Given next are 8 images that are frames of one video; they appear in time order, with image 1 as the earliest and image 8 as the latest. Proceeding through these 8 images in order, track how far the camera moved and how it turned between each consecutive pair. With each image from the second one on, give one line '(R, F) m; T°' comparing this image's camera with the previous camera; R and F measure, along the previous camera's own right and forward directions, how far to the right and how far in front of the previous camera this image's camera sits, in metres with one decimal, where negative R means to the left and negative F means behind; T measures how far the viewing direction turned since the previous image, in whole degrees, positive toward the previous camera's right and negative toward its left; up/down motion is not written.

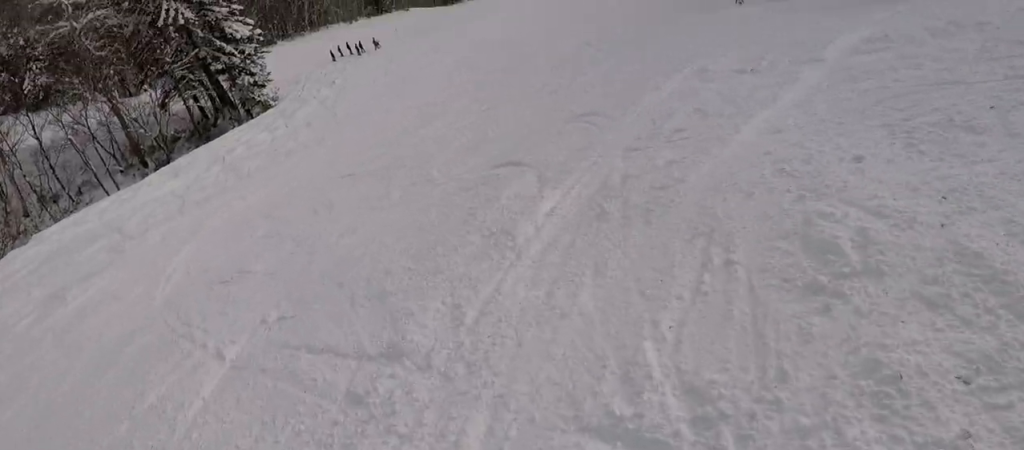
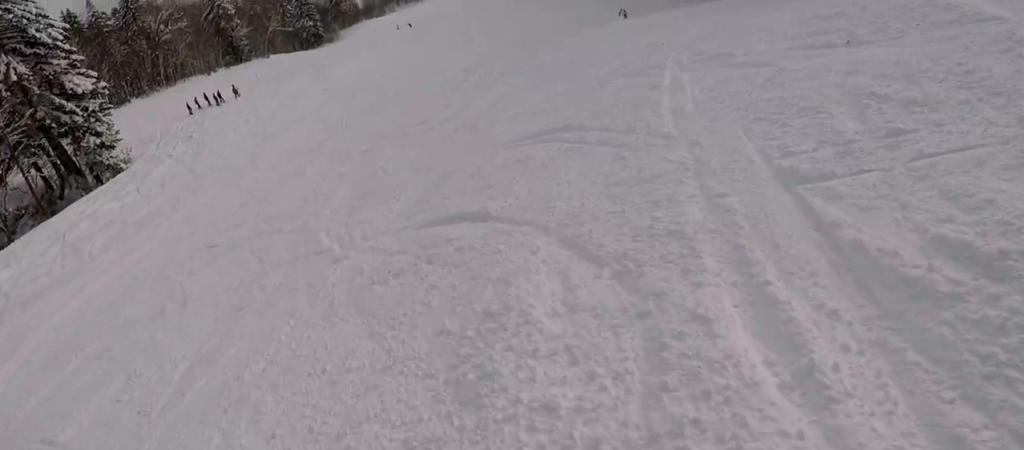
(-0.1, +4.5) m; 0°
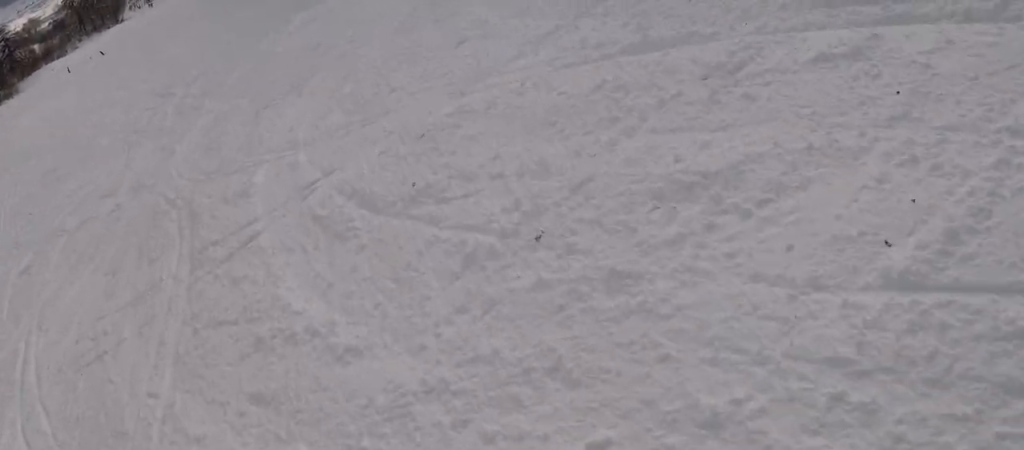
(0.0, +9.9) m; -14°
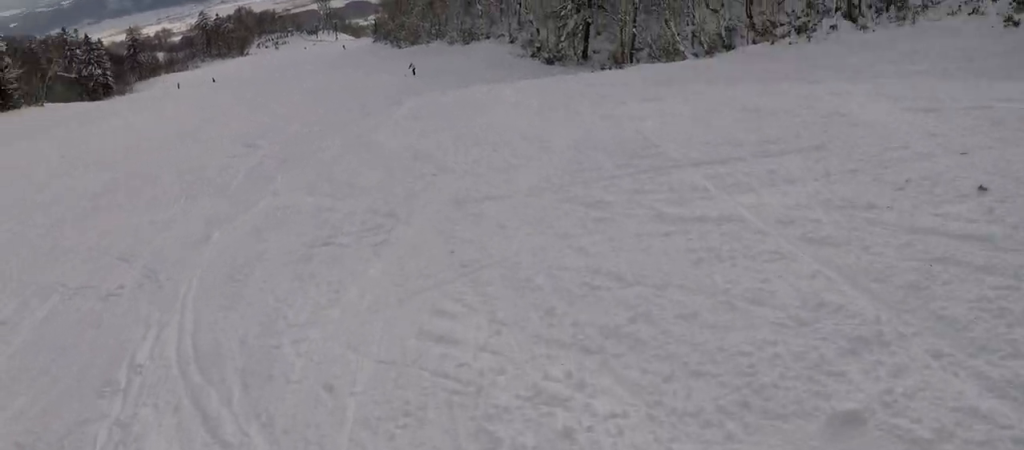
(-0.5, +4.5) m; -12°
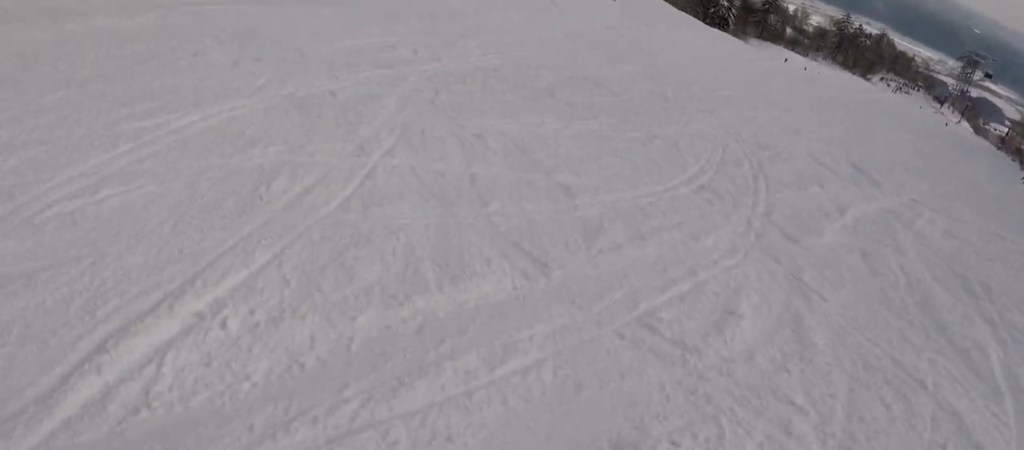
(-3.7, +13.5) m; -6°
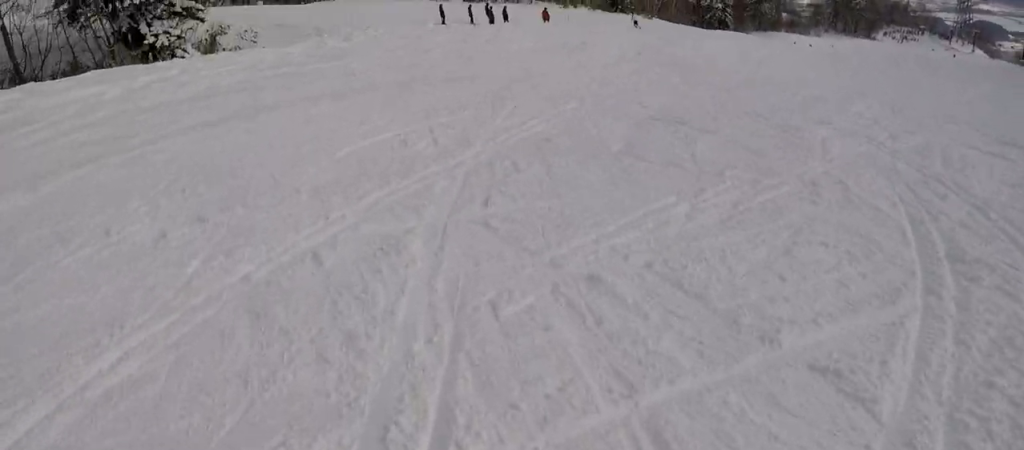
(+0.7, +4.0) m; +11°
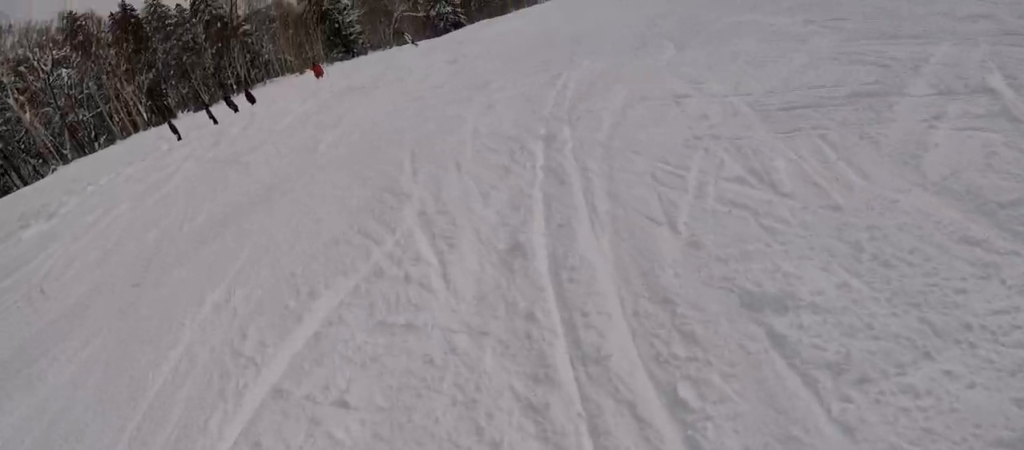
(+1.5, +7.6) m; +22°
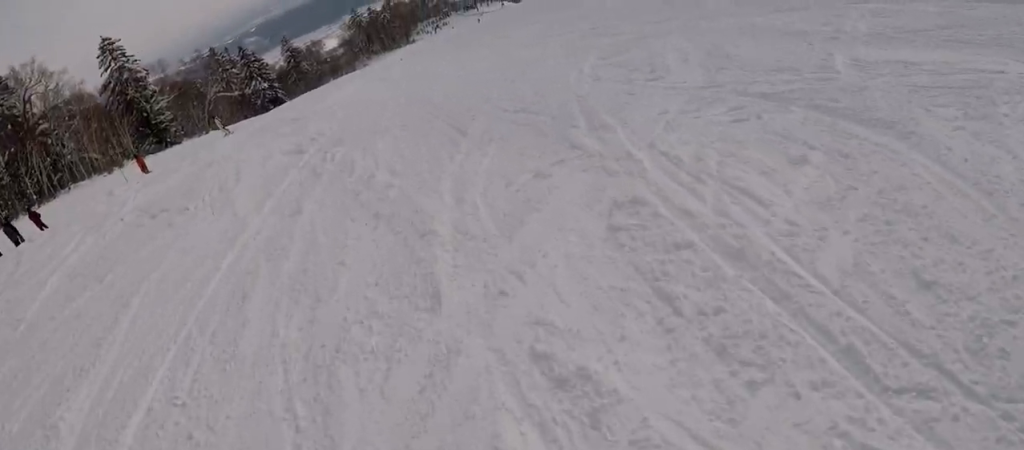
(+0.8, +6.0) m; +13°
